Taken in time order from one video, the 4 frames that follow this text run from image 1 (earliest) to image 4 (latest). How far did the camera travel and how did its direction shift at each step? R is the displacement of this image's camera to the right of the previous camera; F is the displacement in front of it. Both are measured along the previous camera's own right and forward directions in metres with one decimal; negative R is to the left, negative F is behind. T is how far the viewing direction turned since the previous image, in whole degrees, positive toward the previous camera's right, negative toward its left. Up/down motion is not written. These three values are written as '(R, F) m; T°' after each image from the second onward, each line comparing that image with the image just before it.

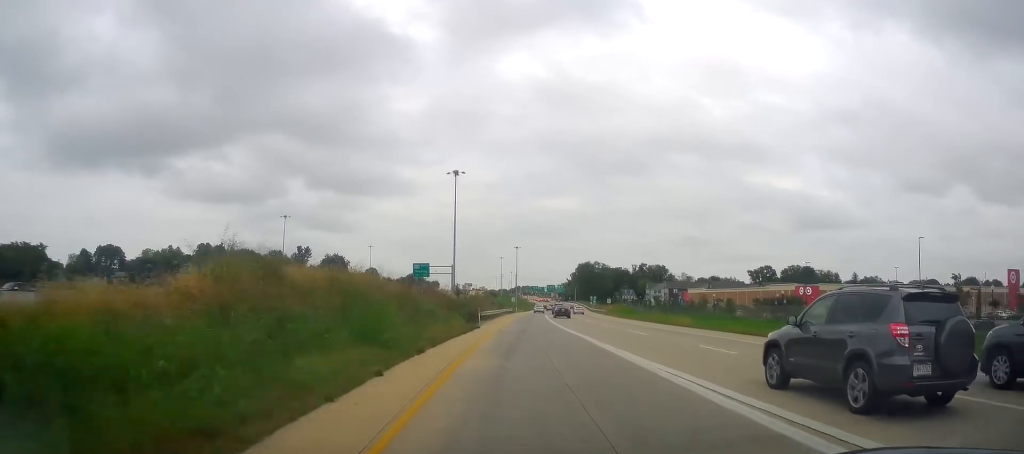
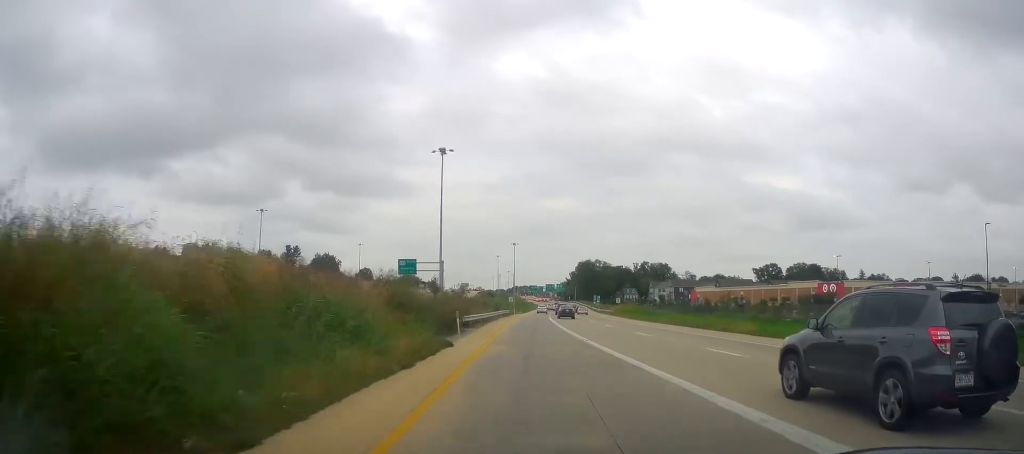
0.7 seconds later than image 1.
(-0.2, +14.1) m; -1°
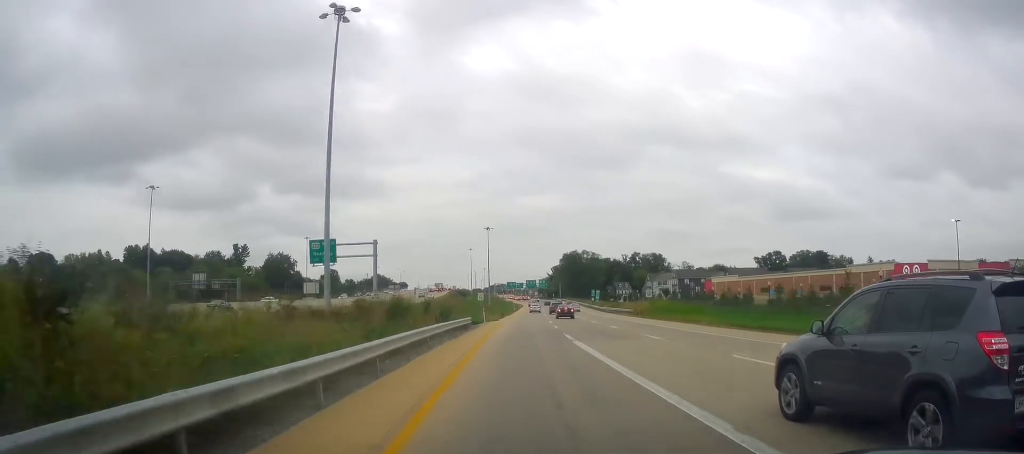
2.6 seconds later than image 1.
(+0.1, +40.9) m; 0°
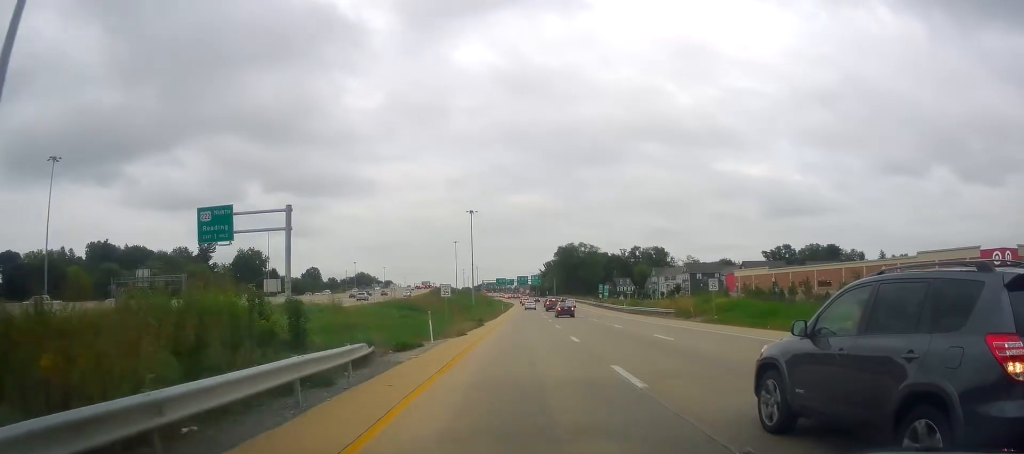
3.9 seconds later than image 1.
(0.0, +26.2) m; 0°
